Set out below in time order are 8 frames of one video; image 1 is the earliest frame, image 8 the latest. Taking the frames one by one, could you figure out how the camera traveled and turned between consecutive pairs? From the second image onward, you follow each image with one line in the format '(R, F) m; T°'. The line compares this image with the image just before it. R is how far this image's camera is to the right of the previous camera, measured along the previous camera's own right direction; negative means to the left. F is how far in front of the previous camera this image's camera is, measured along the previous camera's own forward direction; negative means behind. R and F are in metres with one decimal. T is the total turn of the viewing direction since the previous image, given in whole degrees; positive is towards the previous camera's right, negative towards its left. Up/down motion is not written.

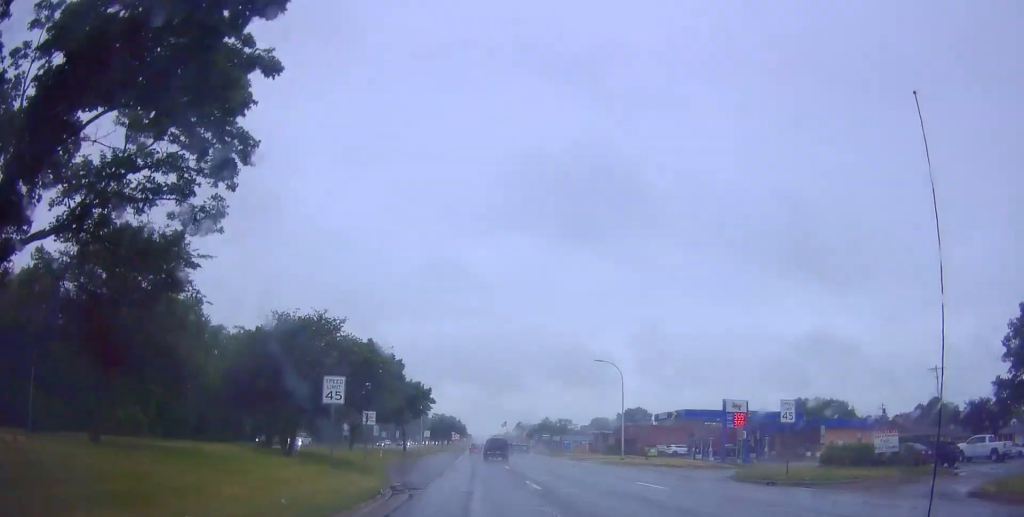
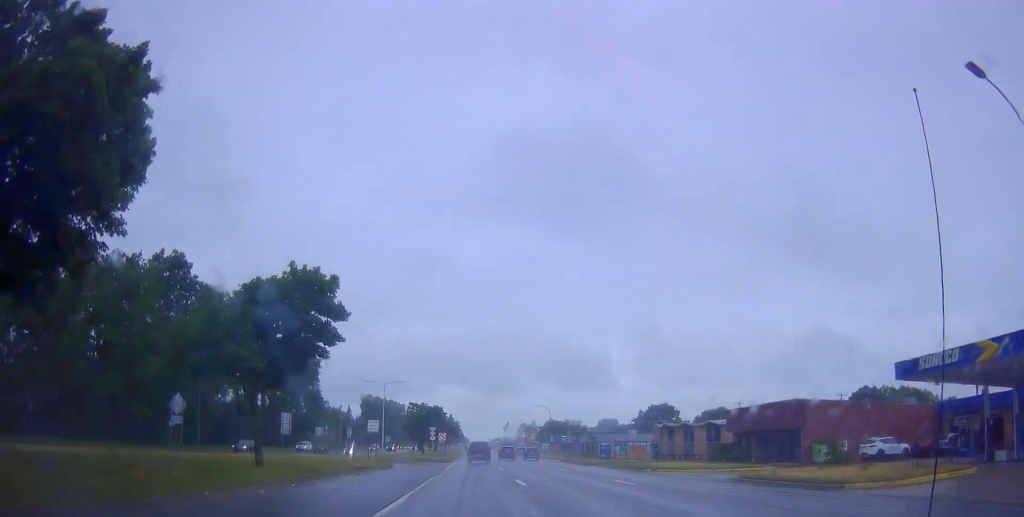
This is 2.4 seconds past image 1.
(+1.1, +46.9) m; +2°
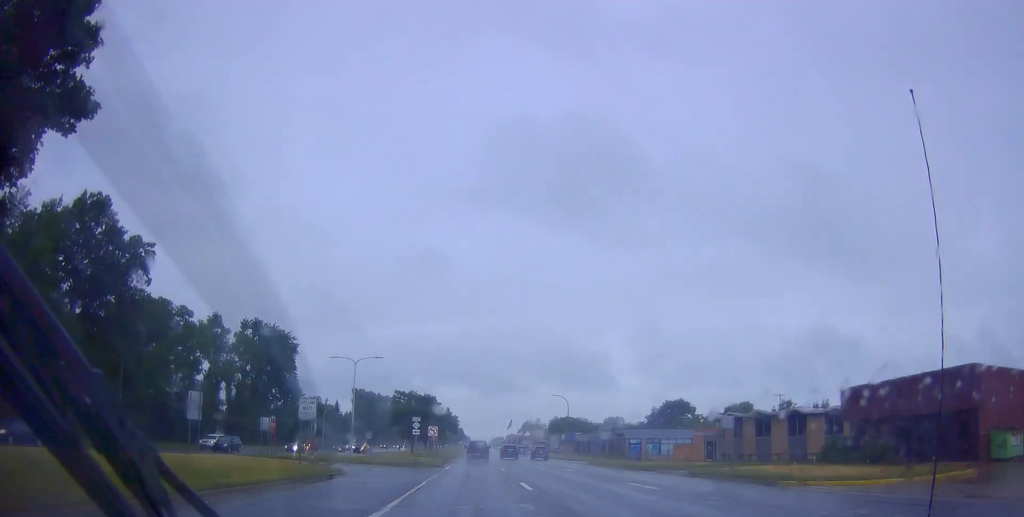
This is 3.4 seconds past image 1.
(0.0, +18.9) m; 0°
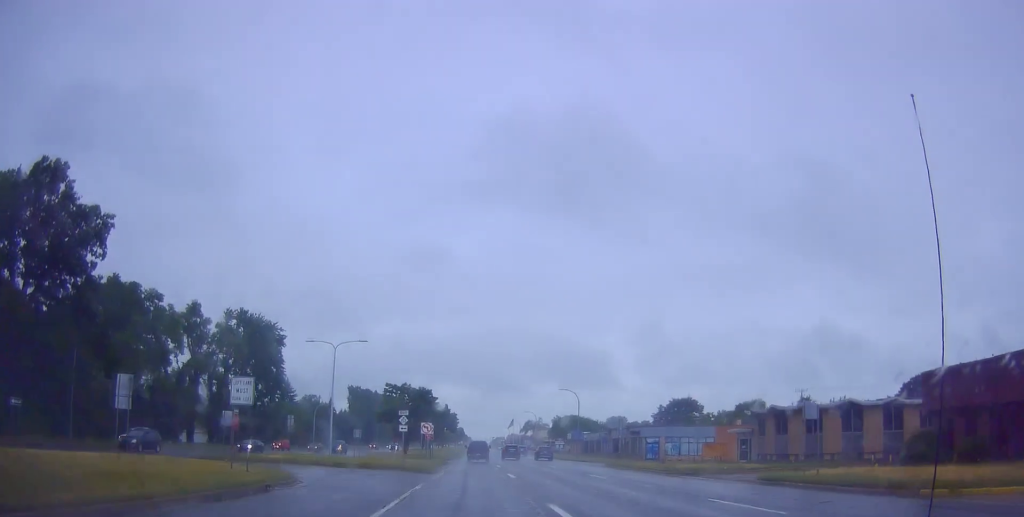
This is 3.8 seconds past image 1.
(0.0, +8.4) m; -1°
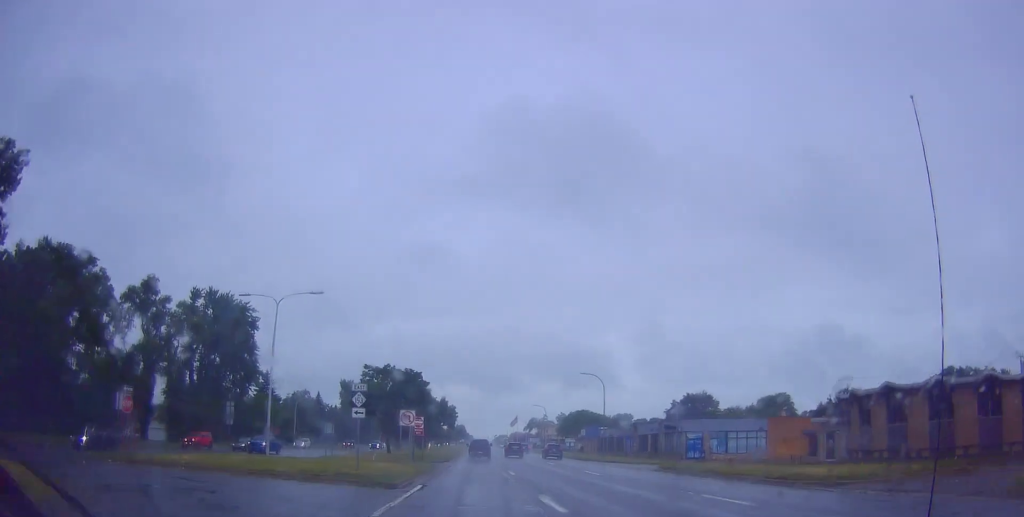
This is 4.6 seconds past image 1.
(-0.2, +14.7) m; -1°
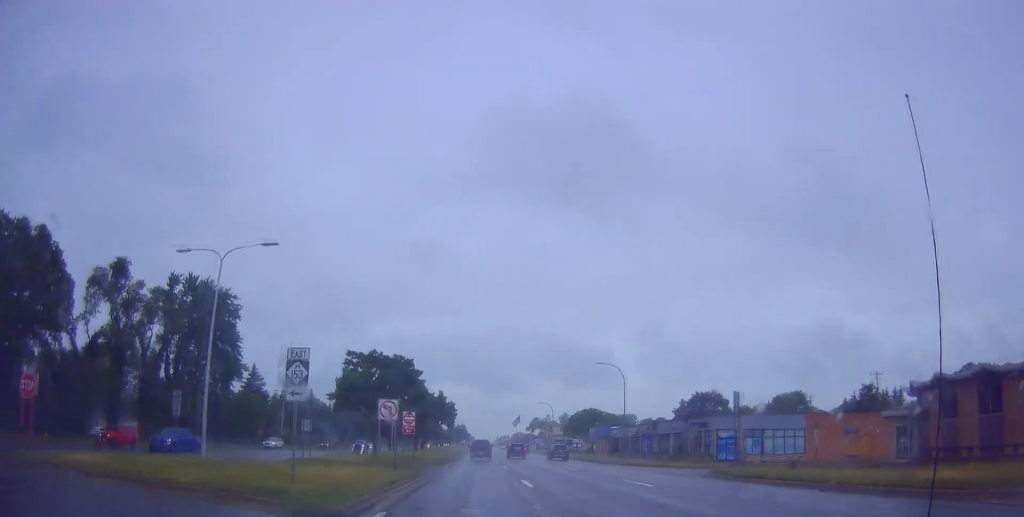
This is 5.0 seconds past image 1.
(-0.2, +8.2) m; 0°
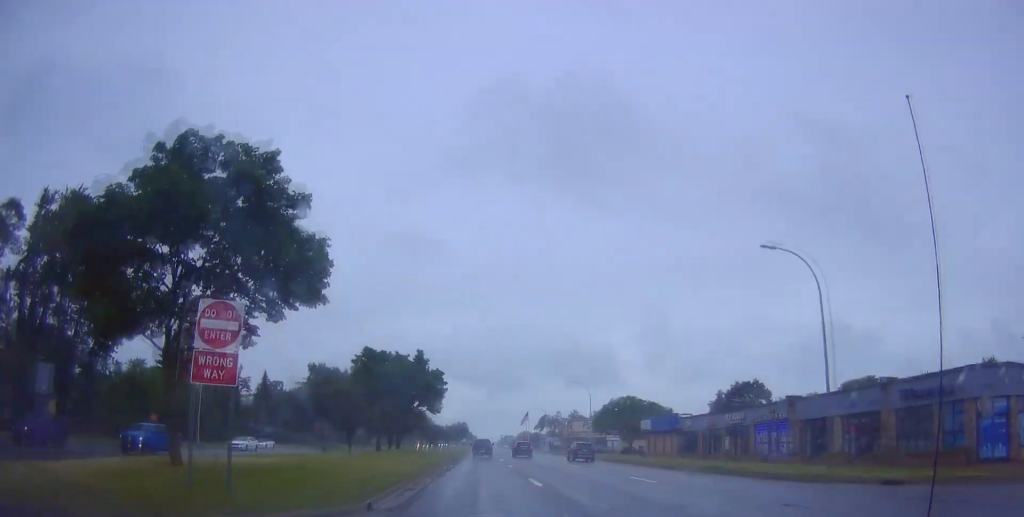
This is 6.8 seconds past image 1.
(+0.1, +33.5) m; 0°
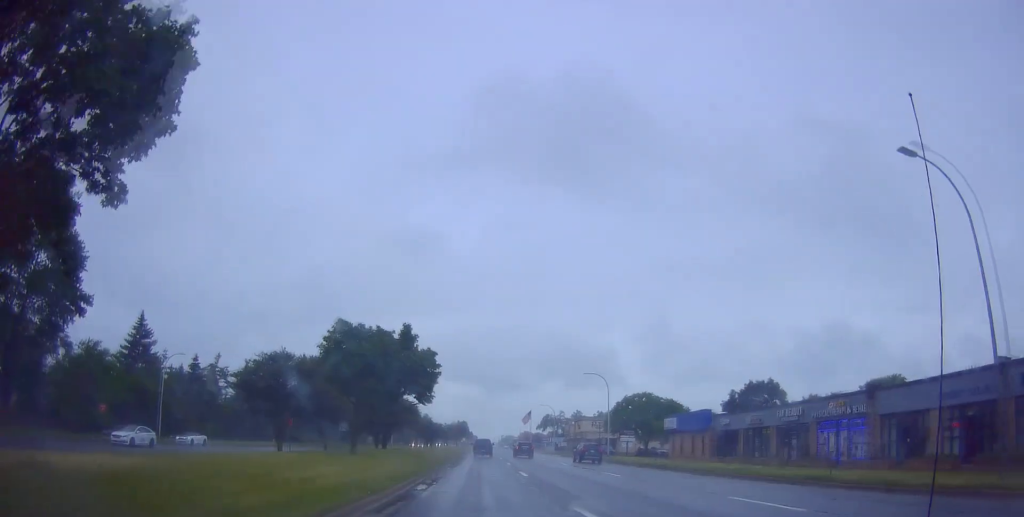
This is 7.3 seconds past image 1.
(-0.1, +9.7) m; 0°
